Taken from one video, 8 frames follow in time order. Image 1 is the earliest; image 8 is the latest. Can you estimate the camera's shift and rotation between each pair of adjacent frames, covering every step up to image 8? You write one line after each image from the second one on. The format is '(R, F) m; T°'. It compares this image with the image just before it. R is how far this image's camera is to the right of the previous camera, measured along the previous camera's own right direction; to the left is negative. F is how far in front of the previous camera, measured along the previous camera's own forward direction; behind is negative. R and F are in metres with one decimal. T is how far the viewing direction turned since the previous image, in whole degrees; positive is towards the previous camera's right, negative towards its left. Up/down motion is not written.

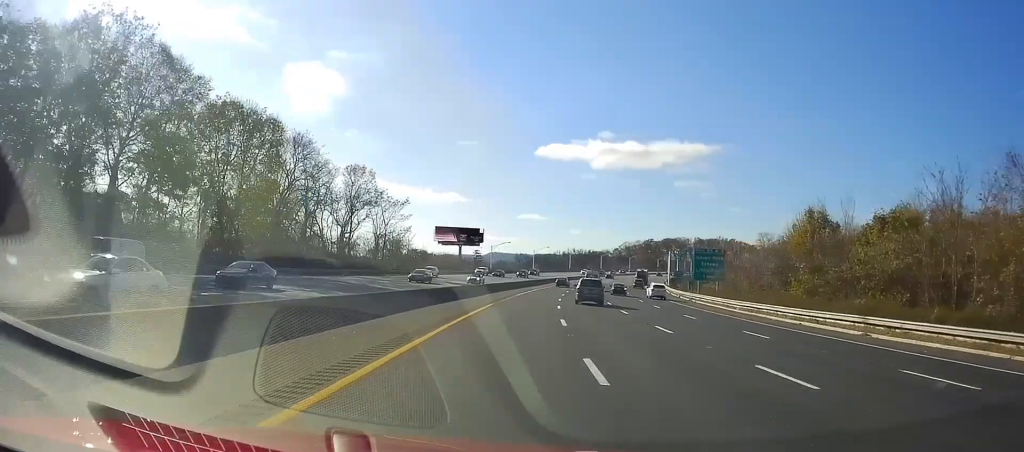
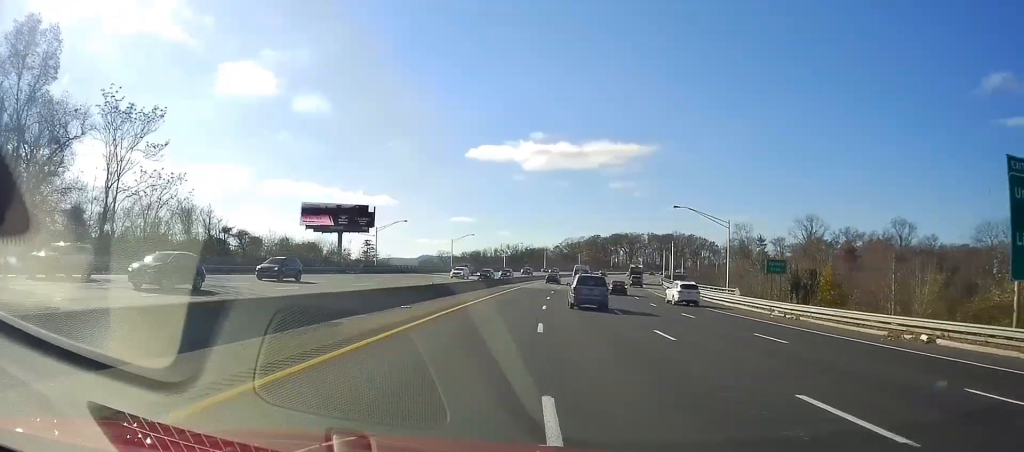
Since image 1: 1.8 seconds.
(+4.2, +62.1) m; +7°
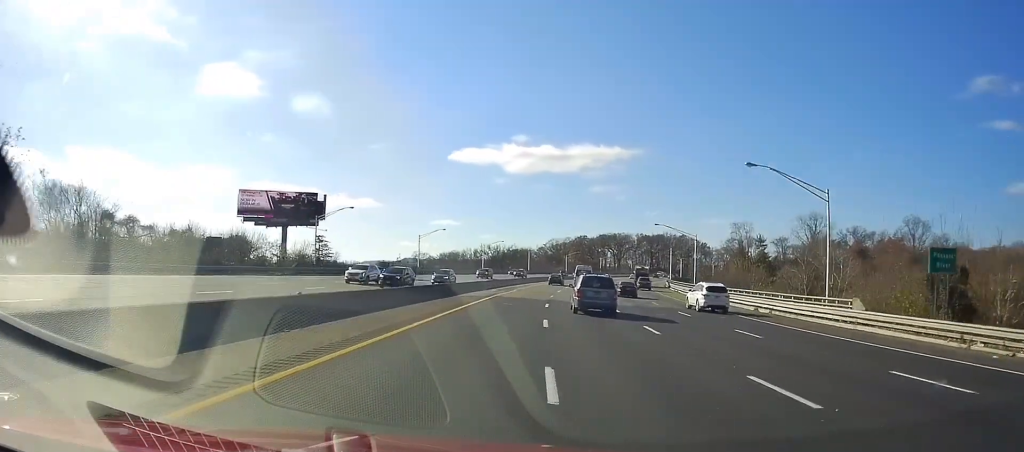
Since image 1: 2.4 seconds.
(+0.2, +21.2) m; +2°
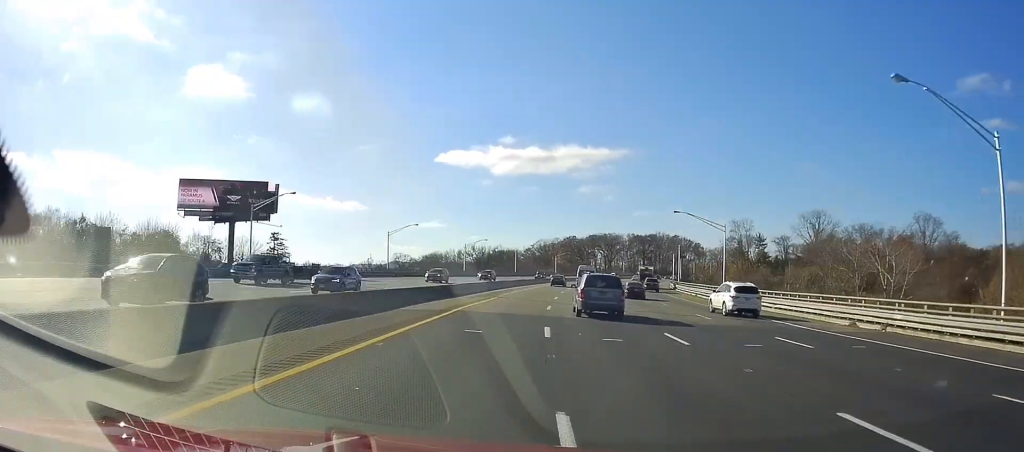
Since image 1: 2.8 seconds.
(+0.1, +15.3) m; +1°
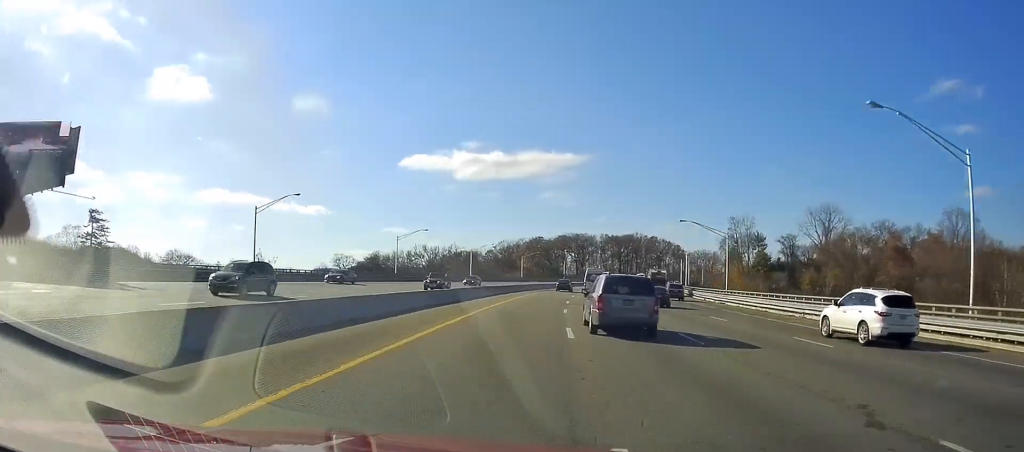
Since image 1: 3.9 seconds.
(+1.5, +38.3) m; +4°
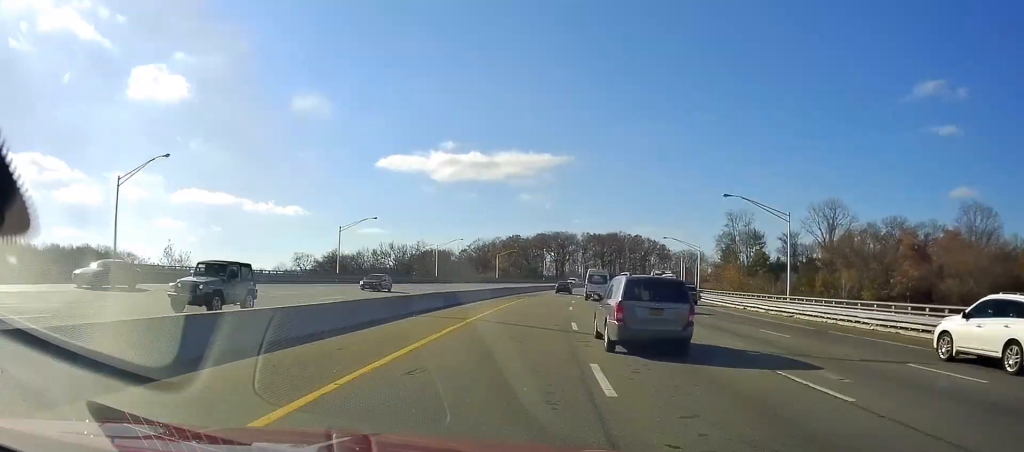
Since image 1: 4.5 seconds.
(+0.1, +19.6) m; +2°
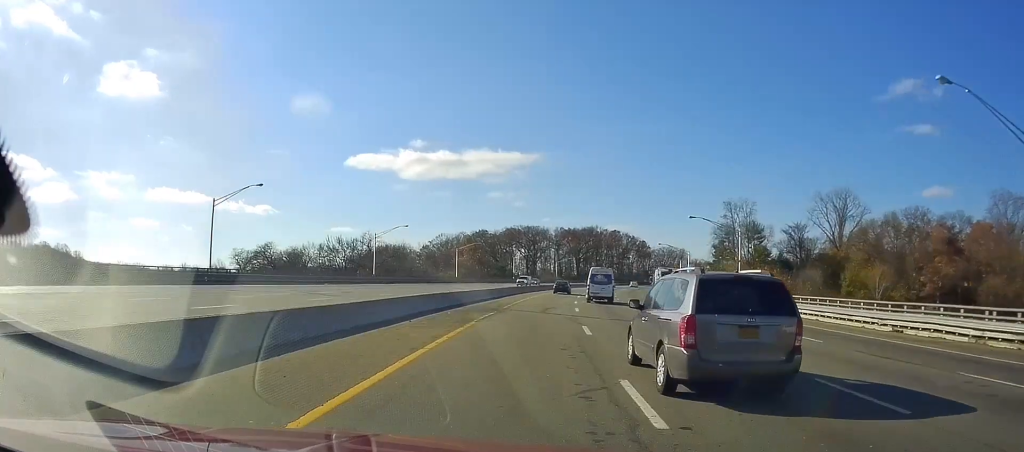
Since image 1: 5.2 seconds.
(+0.8, +26.4) m; +3°
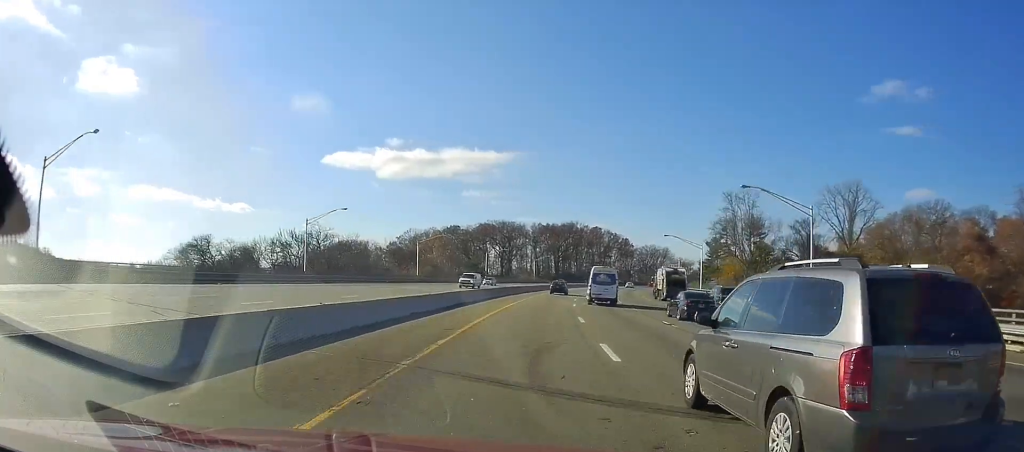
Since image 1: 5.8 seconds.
(+0.3, +19.5) m; +2°
